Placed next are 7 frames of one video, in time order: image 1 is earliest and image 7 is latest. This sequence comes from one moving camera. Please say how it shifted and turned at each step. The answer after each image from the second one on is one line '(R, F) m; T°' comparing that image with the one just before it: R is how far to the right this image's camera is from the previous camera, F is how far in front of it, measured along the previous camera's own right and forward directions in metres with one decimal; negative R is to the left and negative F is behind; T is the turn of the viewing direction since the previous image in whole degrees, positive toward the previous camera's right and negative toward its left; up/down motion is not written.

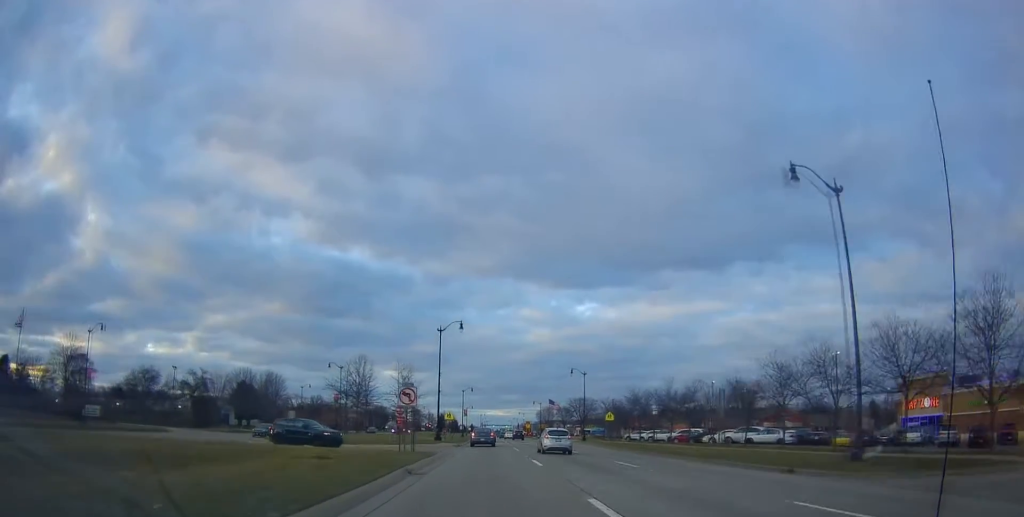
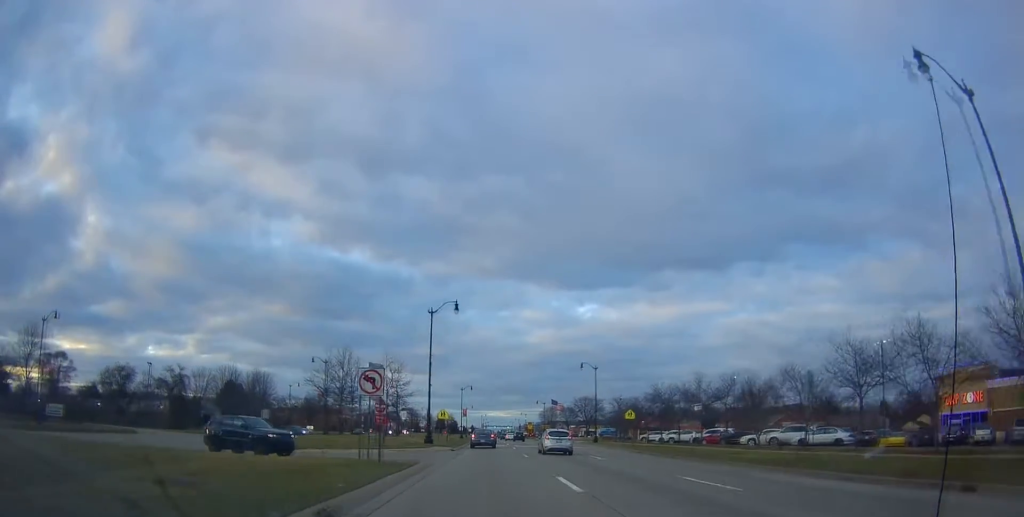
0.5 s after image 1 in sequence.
(-0.1, +8.7) m; 0°
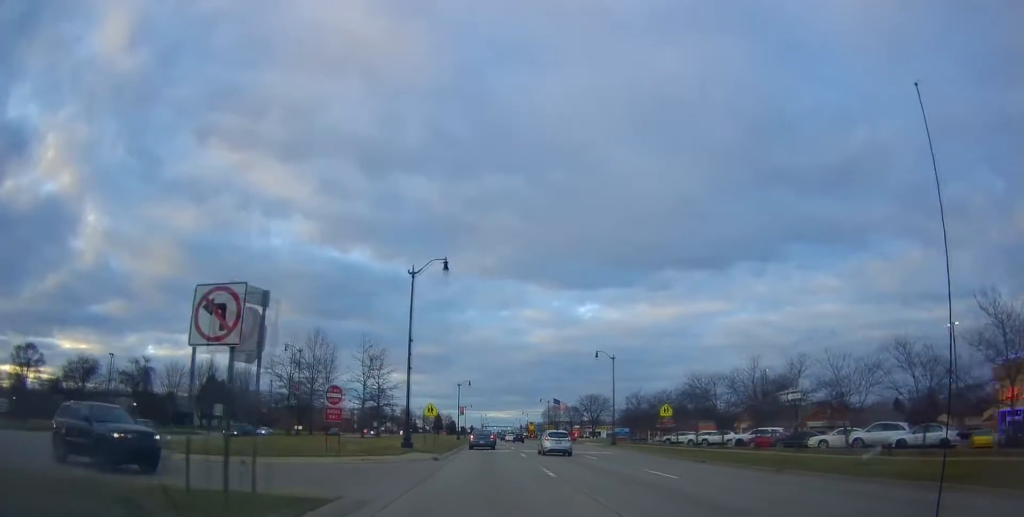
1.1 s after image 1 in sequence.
(-0.2, +11.2) m; 0°
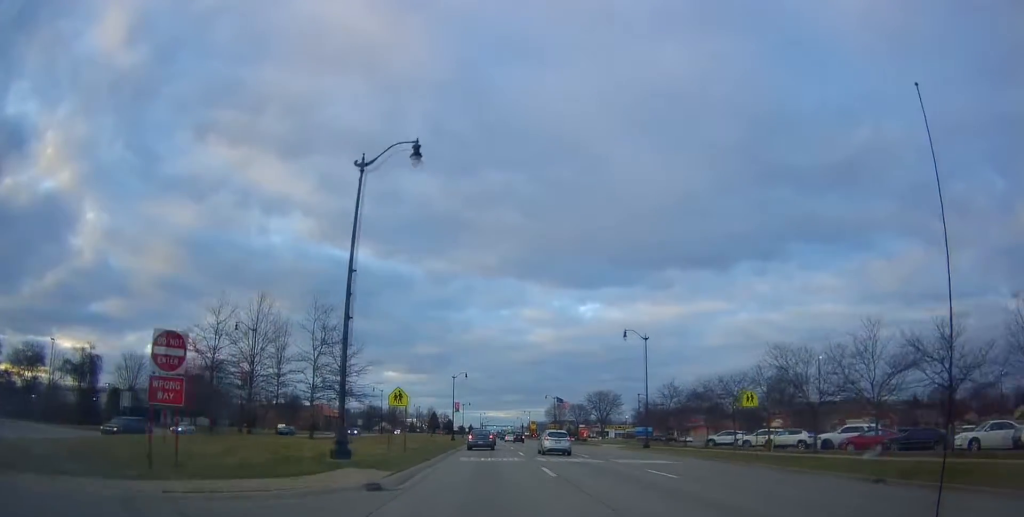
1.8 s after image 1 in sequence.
(+0.2, +14.4) m; +1°
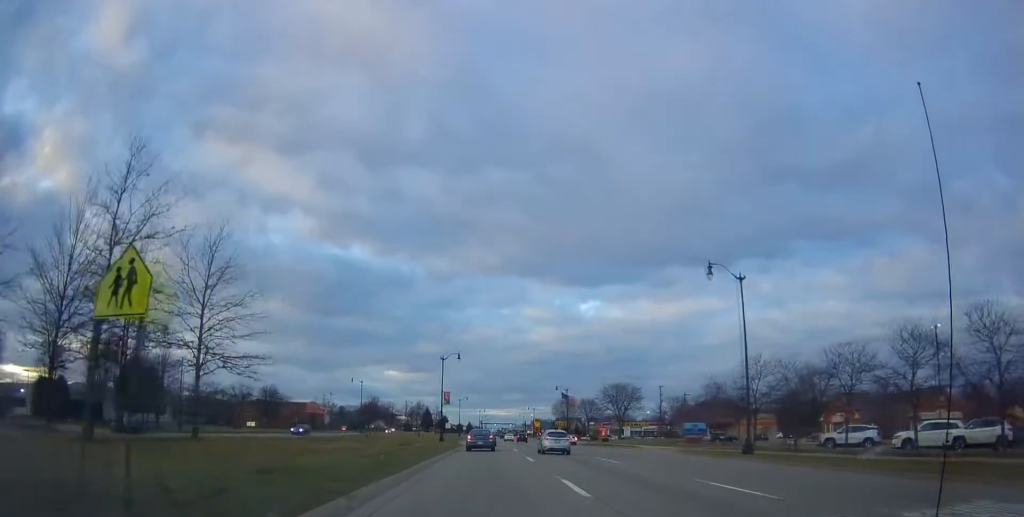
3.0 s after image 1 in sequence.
(+0.2, +21.4) m; -2°
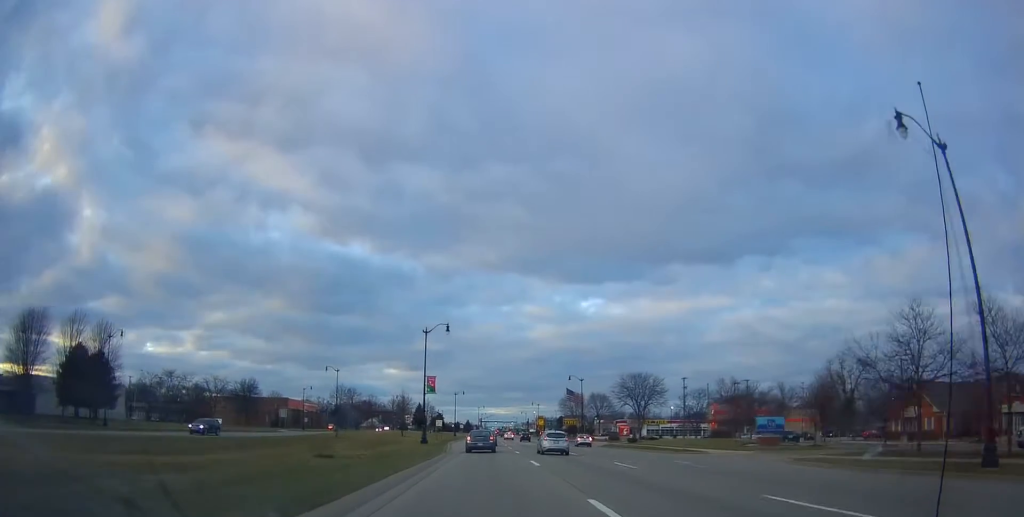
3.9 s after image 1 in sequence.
(-0.6, +18.1) m; -1°
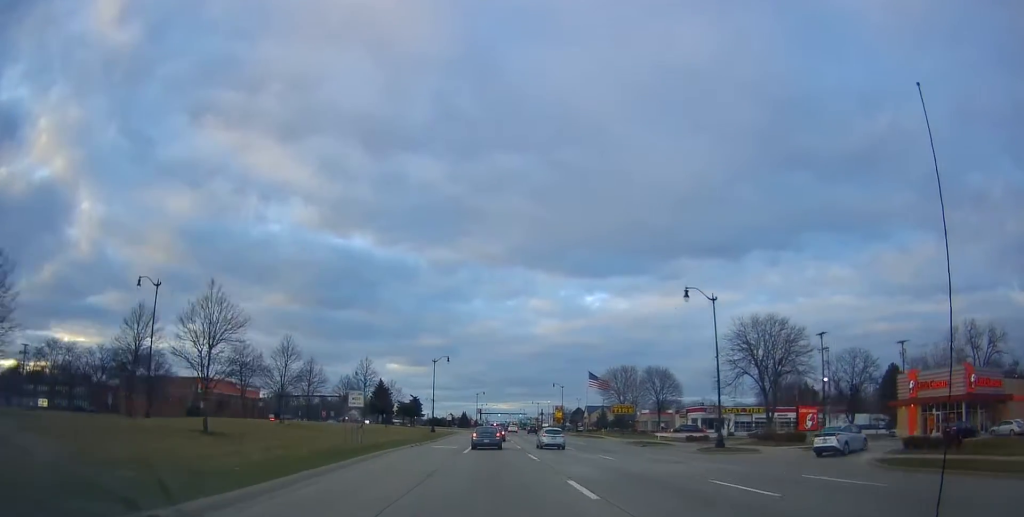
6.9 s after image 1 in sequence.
(+0.8, +55.5) m; 0°
